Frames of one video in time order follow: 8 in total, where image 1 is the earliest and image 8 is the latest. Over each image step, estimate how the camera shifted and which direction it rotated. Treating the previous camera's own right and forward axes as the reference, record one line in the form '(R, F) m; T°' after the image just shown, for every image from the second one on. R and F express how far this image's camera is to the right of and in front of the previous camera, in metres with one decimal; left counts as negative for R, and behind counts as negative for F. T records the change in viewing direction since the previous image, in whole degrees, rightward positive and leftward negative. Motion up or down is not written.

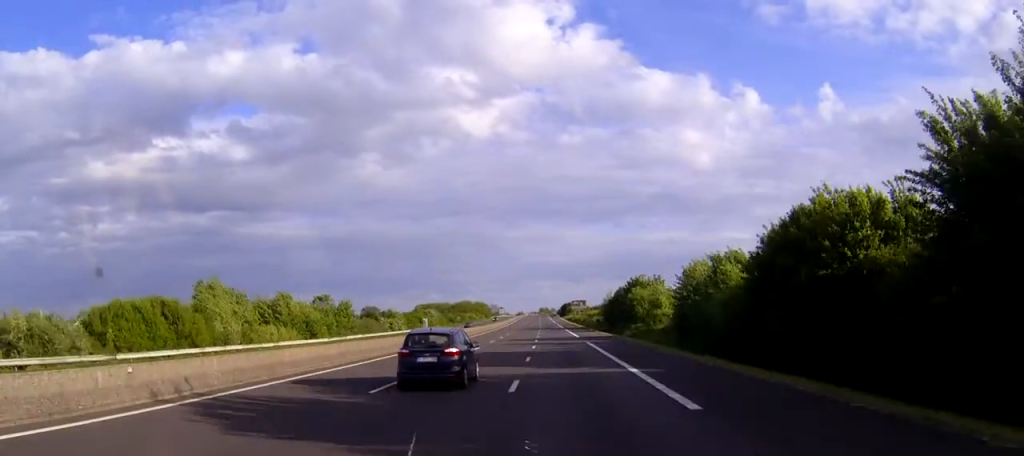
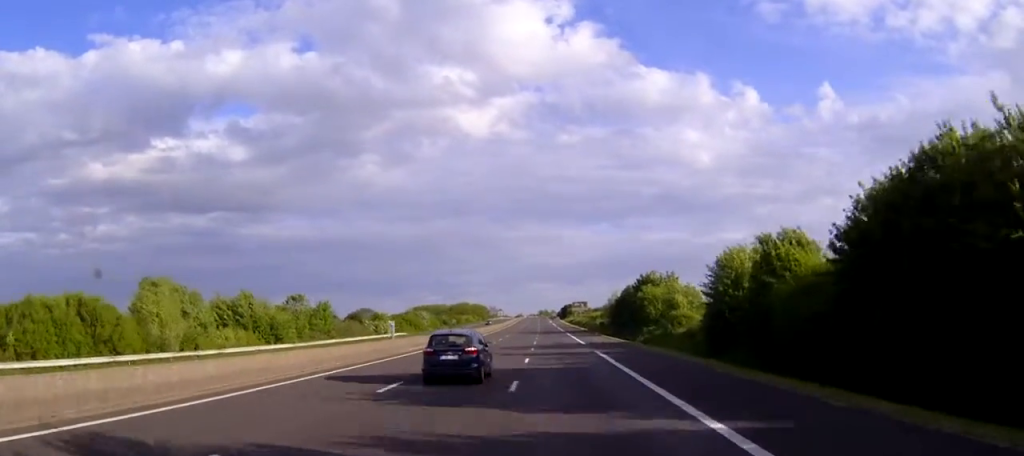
(0.0, +12.2) m; 0°
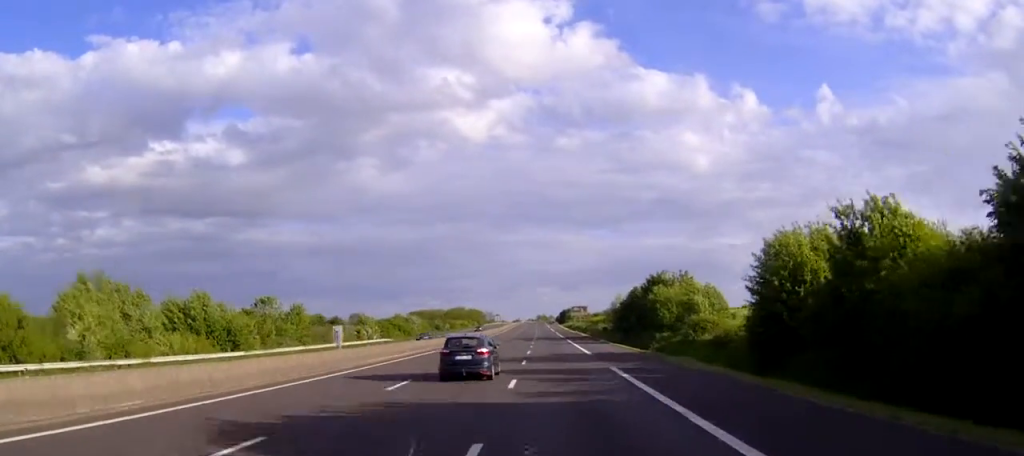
(0.0, +11.3) m; 0°
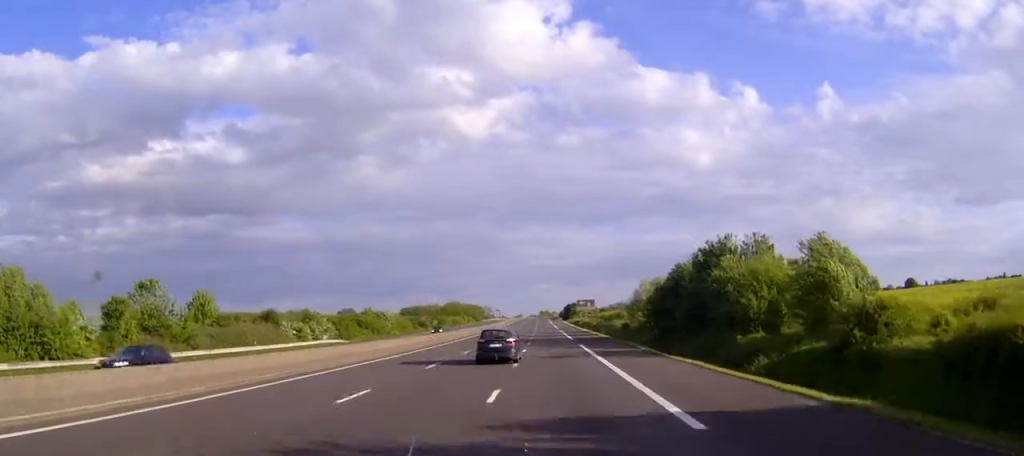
(0.0, +31.0) m; 0°
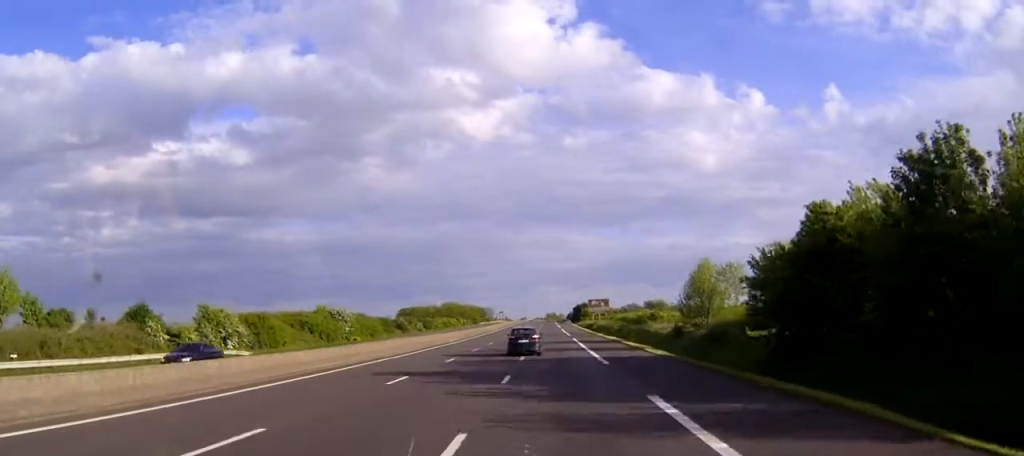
(-0.1, +33.8) m; 0°
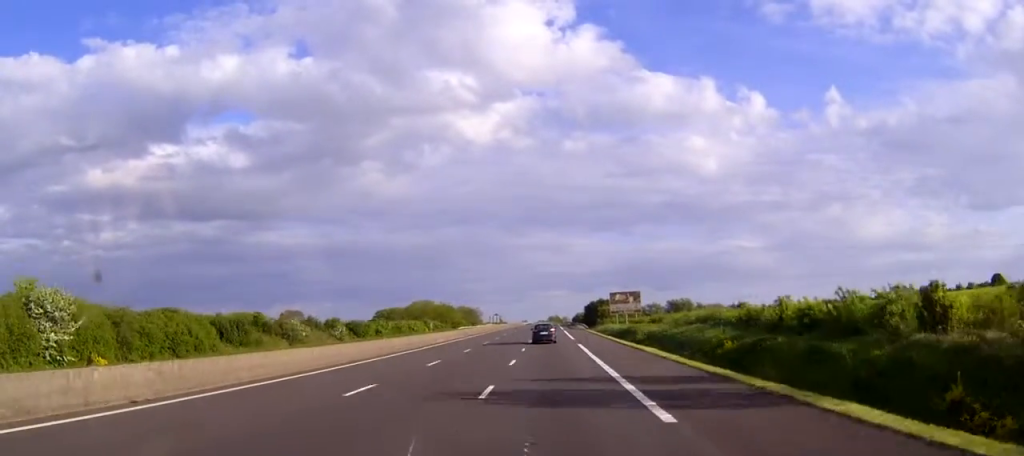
(-0.3, +69.4) m; -1°
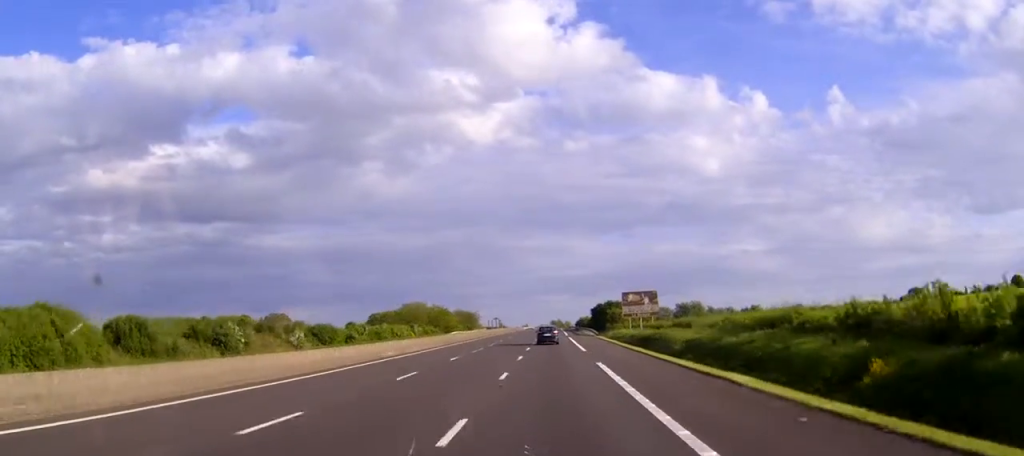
(0.0, +19.6) m; 0°
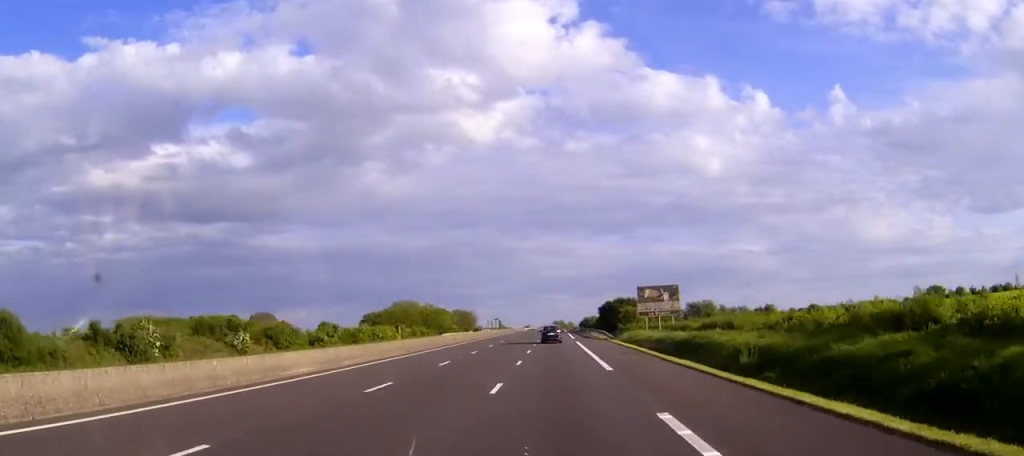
(0.0, +17.7) m; 0°
